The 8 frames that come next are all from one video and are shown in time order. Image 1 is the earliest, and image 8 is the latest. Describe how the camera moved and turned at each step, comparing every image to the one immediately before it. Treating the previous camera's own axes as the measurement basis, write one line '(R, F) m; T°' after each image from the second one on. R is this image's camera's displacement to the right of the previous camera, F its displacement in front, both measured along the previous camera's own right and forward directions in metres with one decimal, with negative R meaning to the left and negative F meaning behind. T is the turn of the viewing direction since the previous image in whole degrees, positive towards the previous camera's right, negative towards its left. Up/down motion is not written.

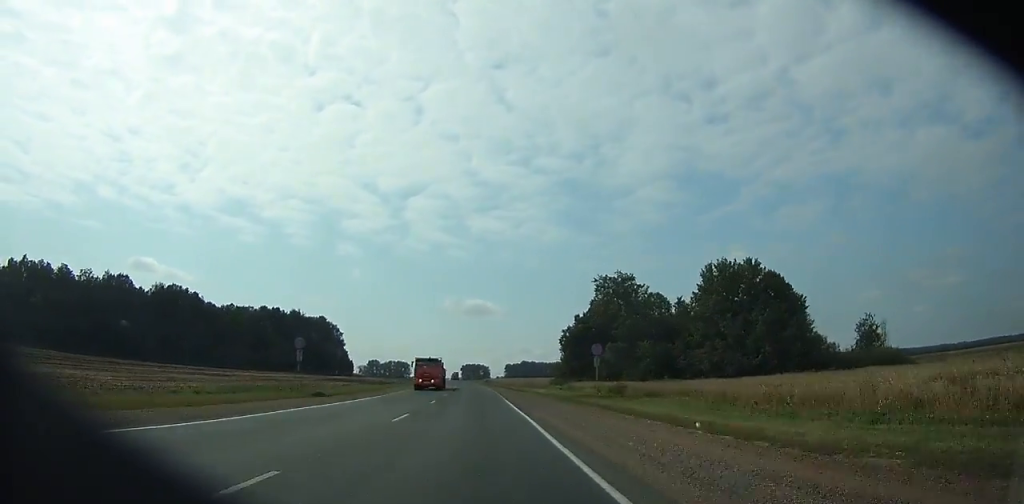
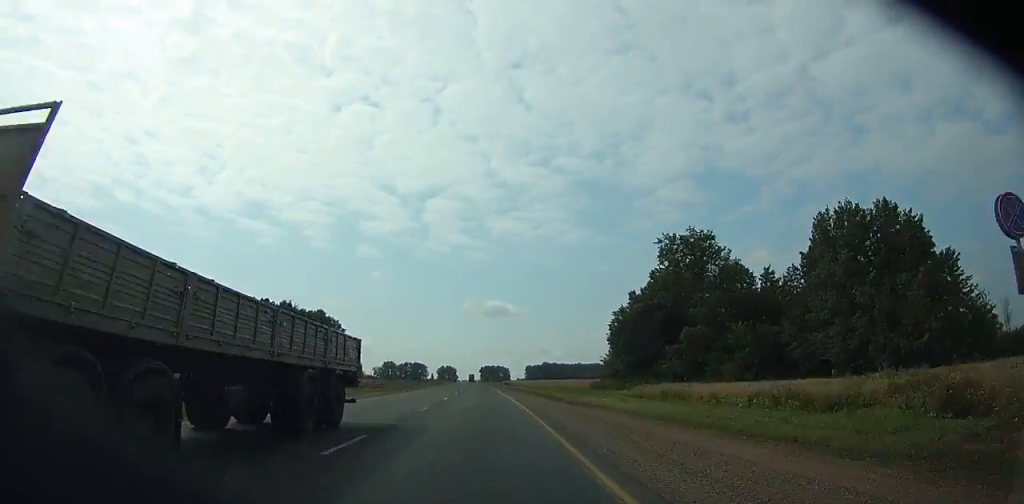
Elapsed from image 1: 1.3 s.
(-0.4, +30.4) m; -1°
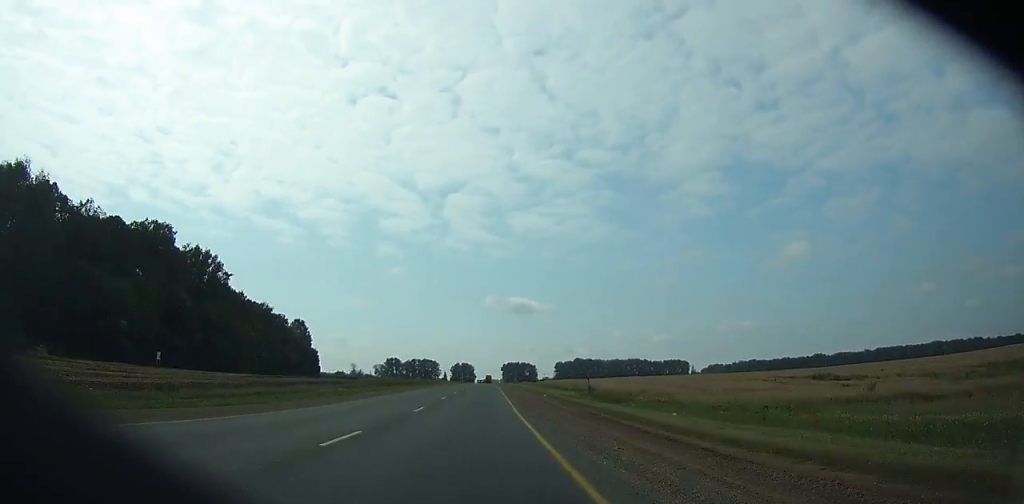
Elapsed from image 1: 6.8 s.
(-4.8, +129.8) m; -3°
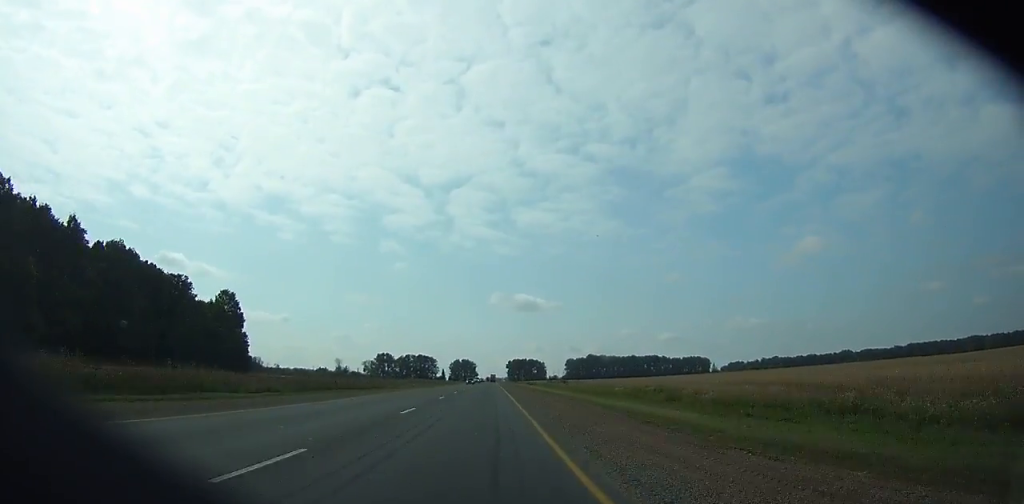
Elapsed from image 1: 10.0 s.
(-0.6, +76.2) m; 0°
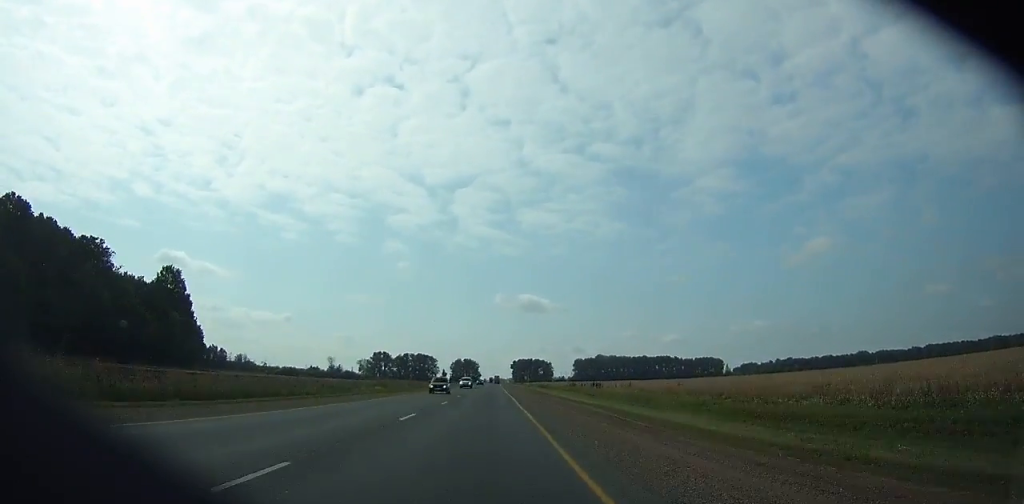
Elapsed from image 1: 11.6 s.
(0.0, +38.2) m; 0°
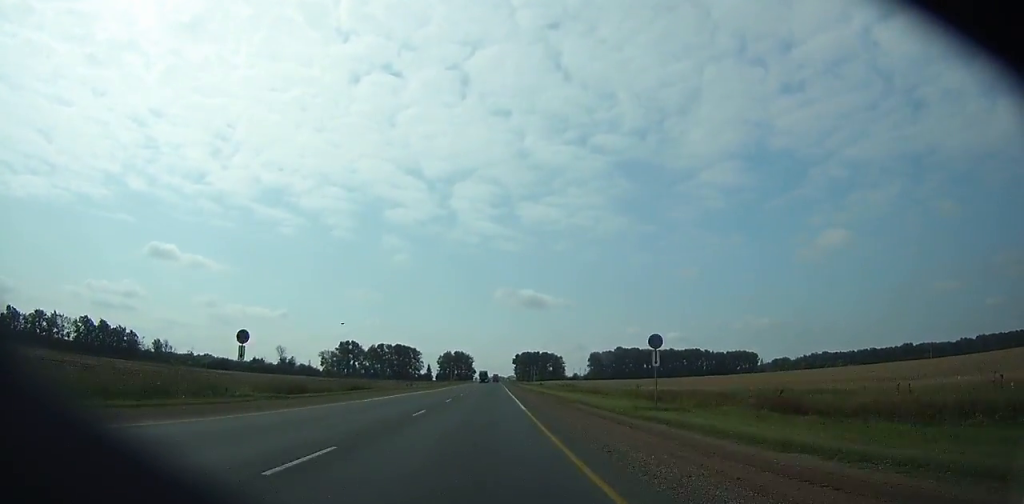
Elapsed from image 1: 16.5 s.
(+0.1, +117.3) m; 0°
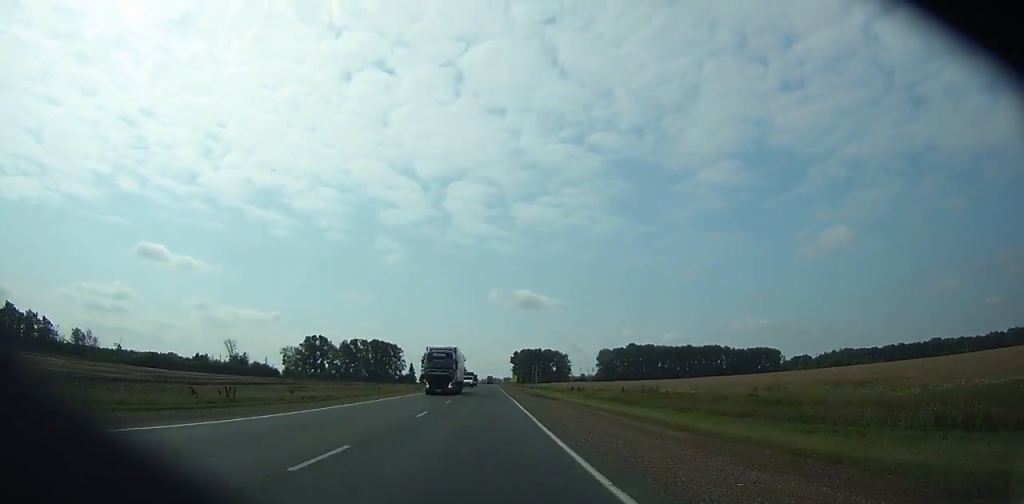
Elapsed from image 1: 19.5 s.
(+0.2, +71.8) m; 0°
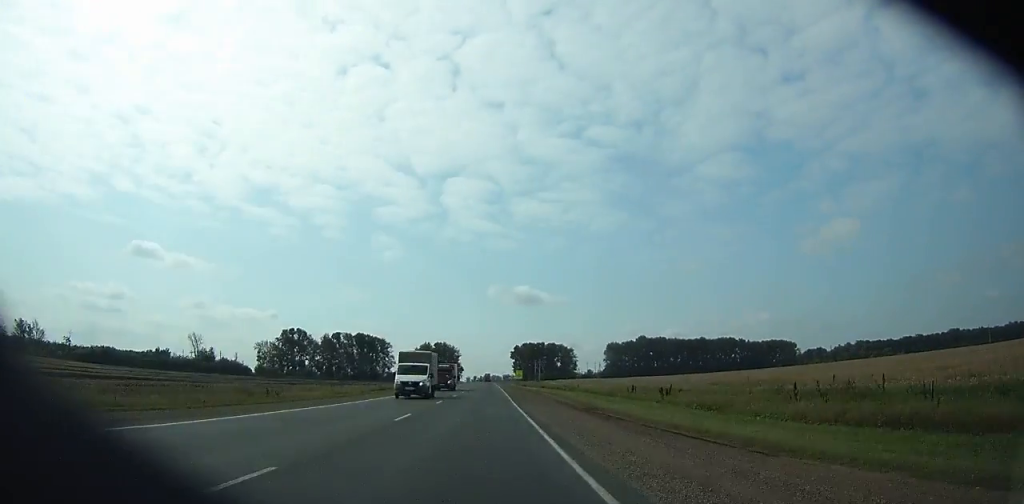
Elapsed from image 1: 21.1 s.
(0.0, +38.2) m; 0°
